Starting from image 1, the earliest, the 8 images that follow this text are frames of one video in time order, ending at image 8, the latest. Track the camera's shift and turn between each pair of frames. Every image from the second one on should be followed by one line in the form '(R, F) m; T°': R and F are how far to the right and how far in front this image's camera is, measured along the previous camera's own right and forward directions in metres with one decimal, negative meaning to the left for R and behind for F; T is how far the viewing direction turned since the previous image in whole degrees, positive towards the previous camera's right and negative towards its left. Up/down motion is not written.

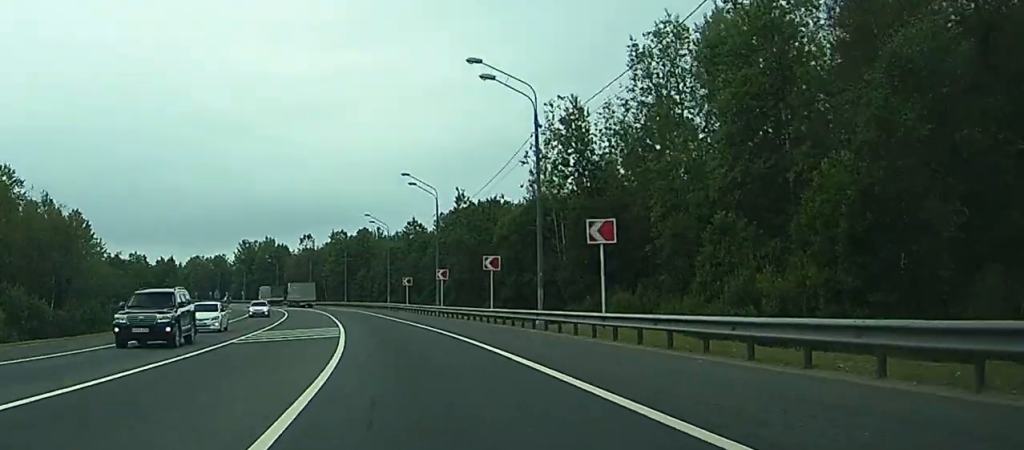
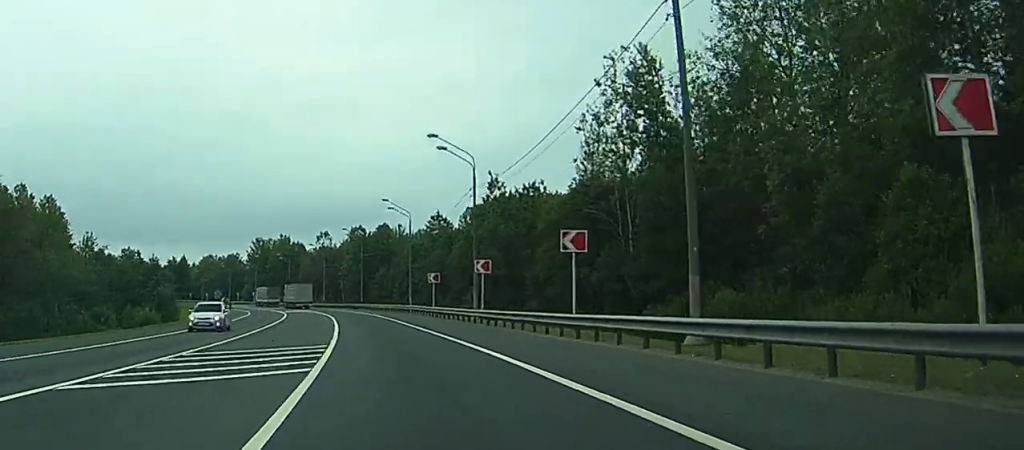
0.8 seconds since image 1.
(-0.3, +17.1) m; -1°
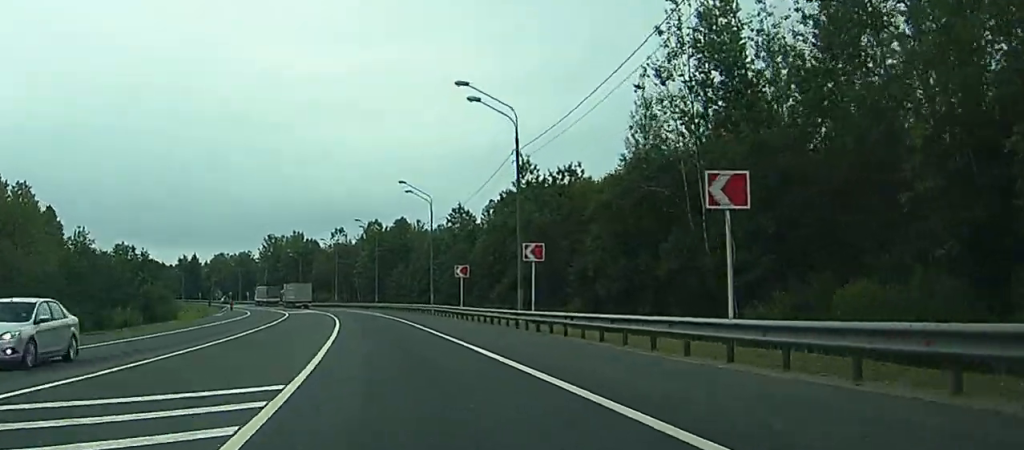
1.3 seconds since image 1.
(-0.1, +12.6) m; -1°
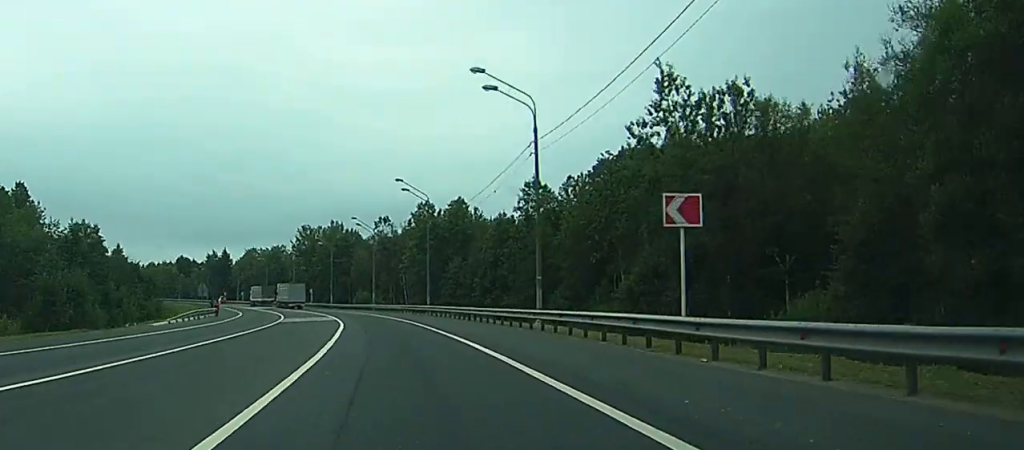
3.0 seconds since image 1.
(-0.7, +37.1) m; -3°
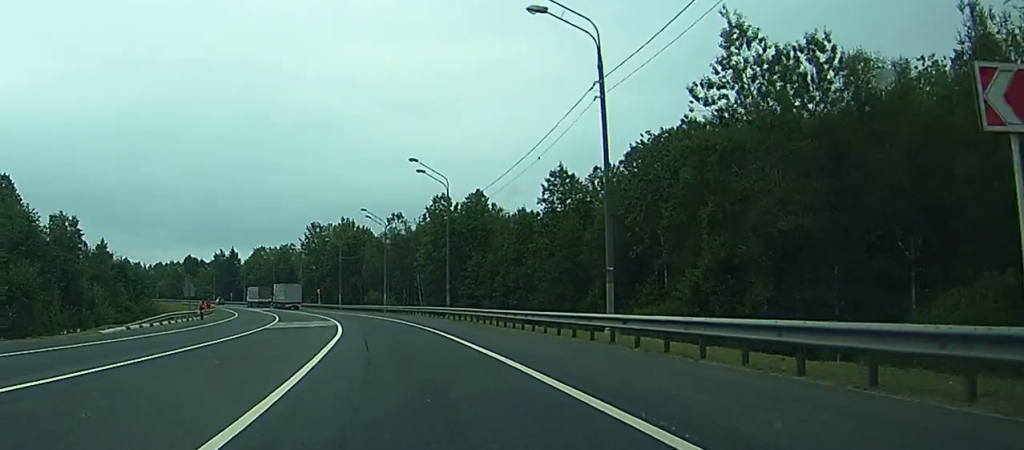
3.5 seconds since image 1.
(-0.1, +11.1) m; -1°
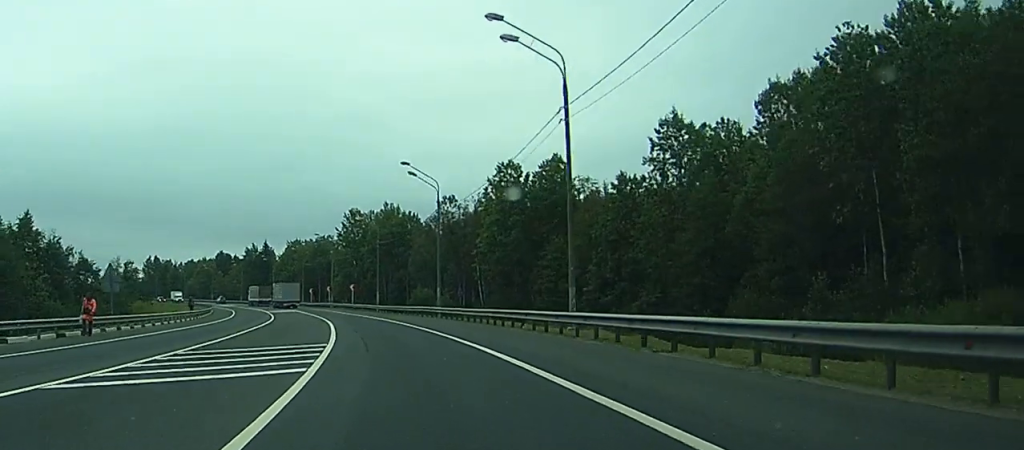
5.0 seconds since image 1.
(-1.0, +32.7) m; -2°
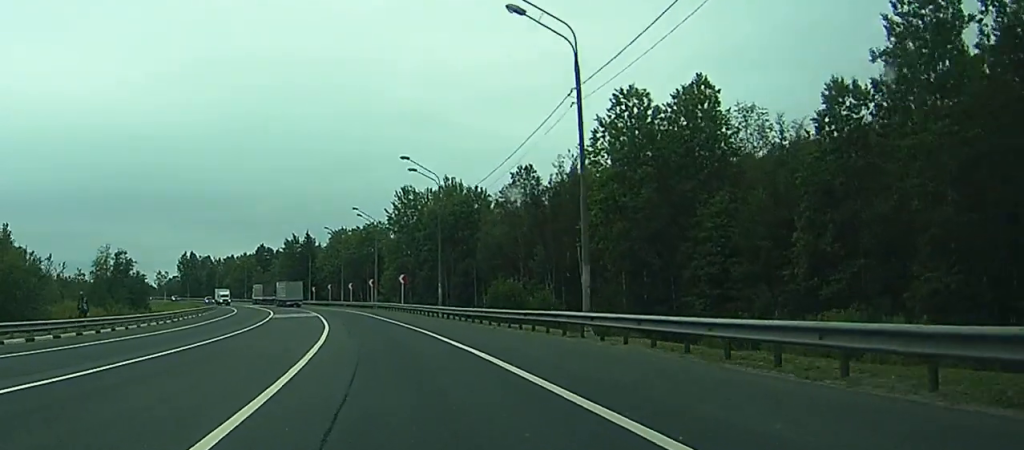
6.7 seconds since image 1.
(-1.3, +37.0) m; -6°
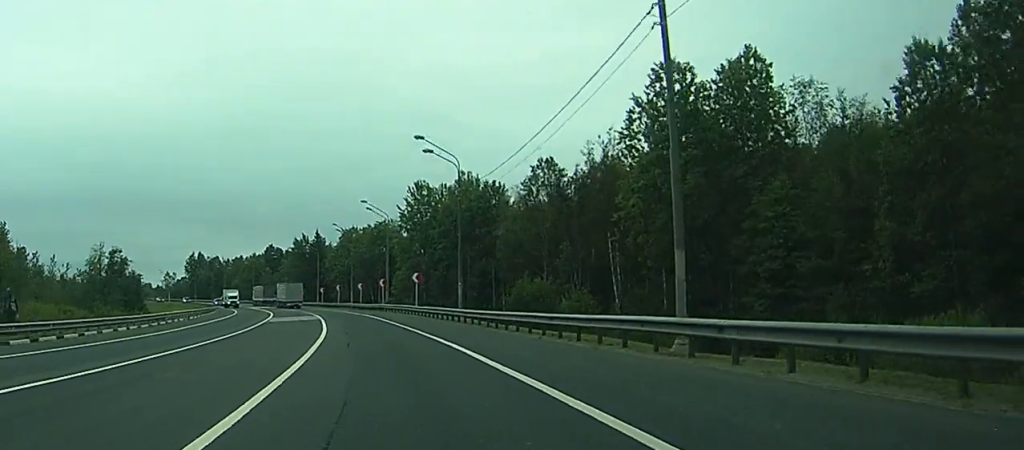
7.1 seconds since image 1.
(-0.3, +8.5) m; -2°
